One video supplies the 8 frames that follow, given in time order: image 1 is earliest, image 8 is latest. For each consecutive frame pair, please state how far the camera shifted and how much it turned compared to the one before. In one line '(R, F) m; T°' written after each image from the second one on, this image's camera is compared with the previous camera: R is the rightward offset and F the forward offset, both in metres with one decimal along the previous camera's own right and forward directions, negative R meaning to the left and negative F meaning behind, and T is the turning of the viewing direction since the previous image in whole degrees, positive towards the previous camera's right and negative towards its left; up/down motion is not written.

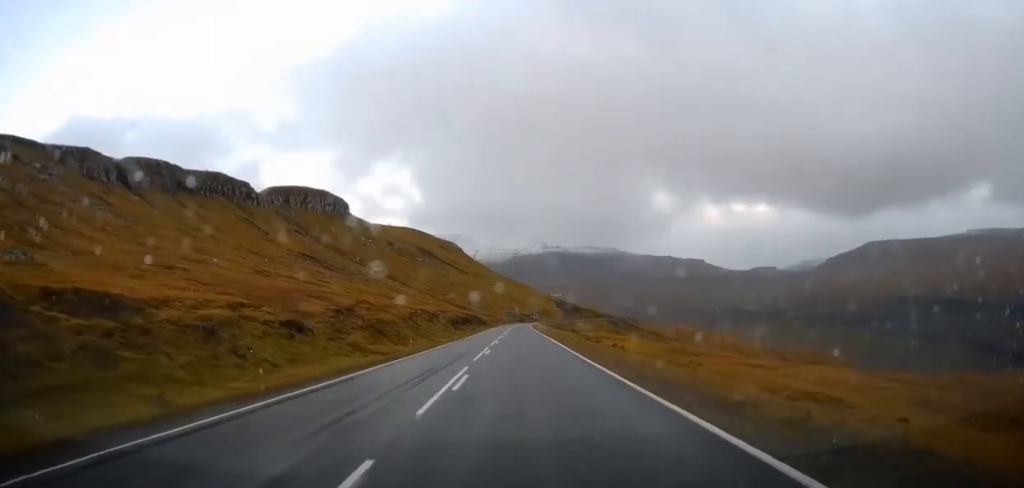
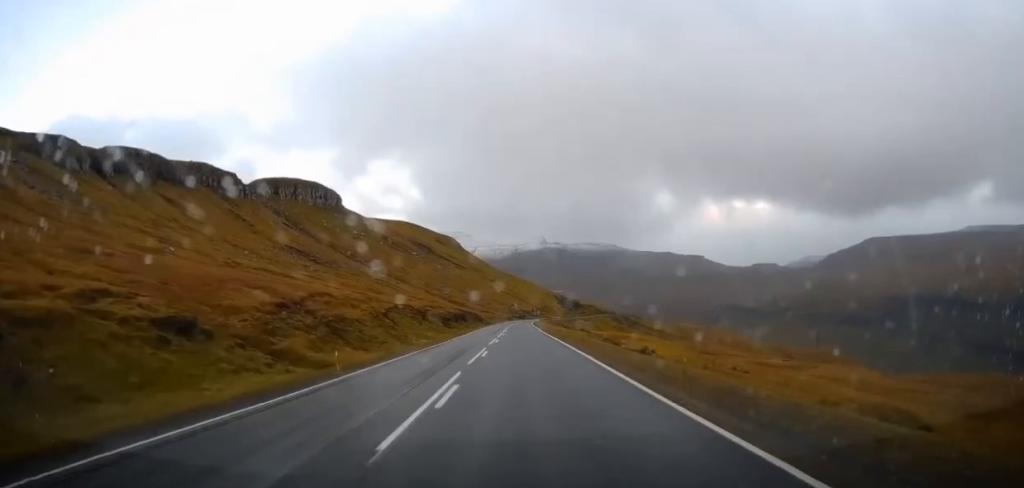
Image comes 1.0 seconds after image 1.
(+0.1, +14.1) m; -1°
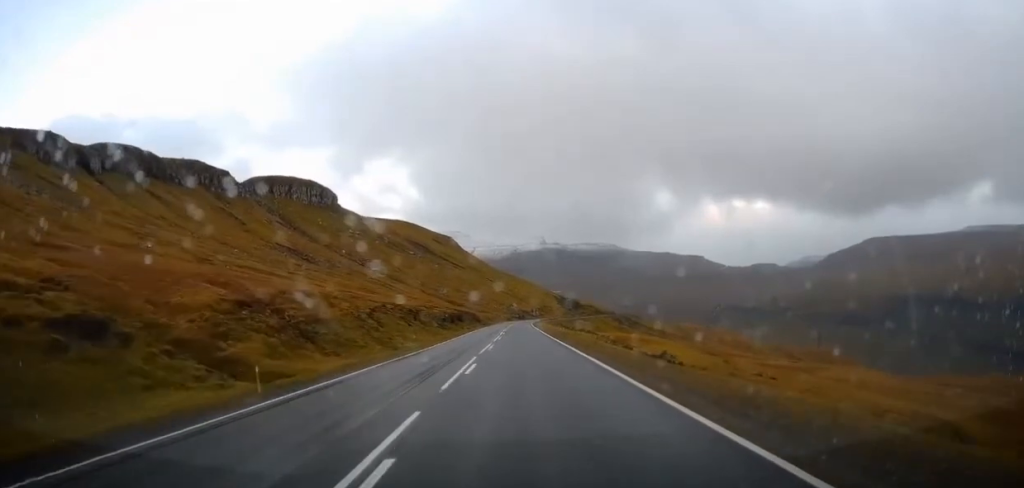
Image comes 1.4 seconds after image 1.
(0.0, +6.4) m; -1°
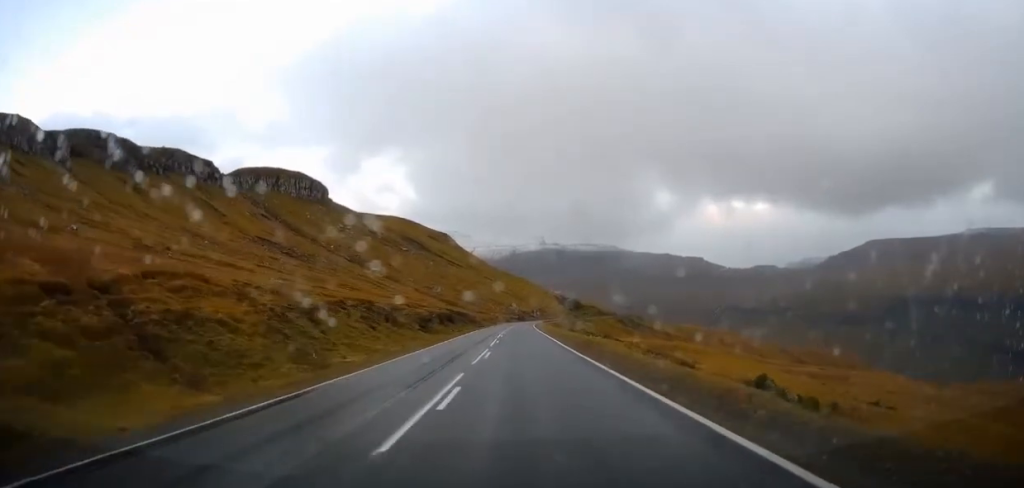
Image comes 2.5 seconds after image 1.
(-0.4, +16.6) m; -1°
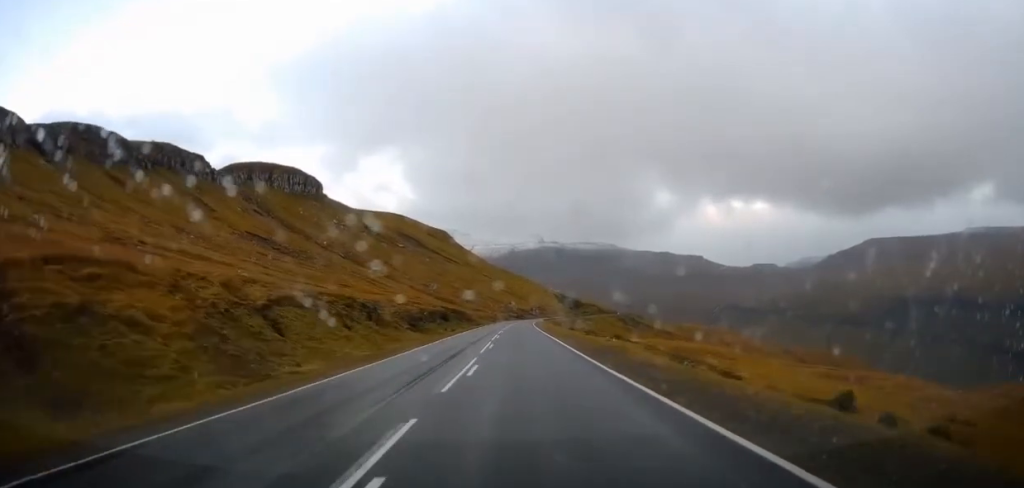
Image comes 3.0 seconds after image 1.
(+0.1, +6.9) m; +1°
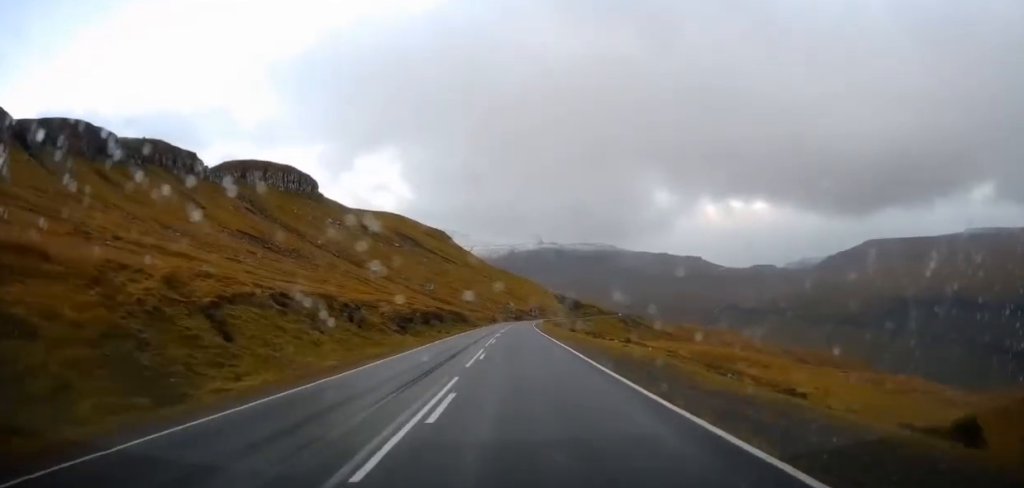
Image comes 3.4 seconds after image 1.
(0.0, +5.9) m; +1°
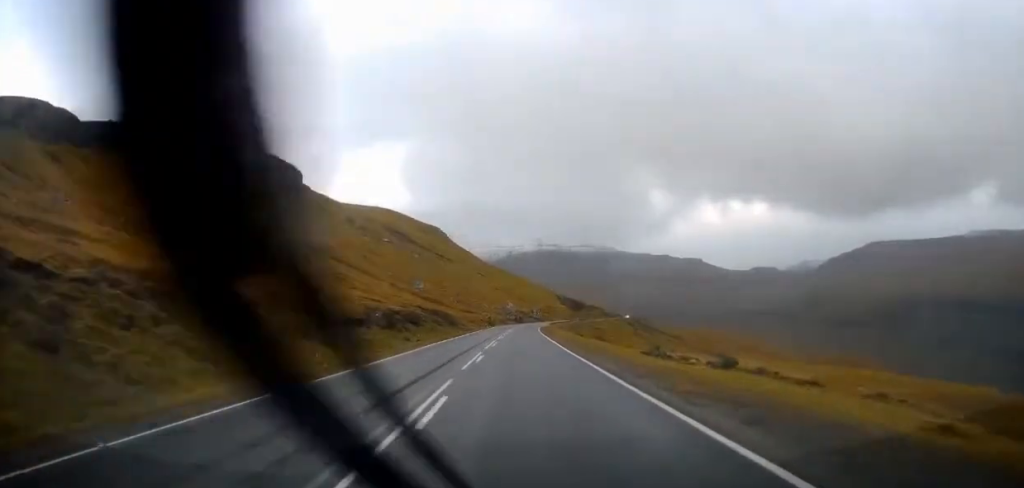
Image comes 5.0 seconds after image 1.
(+0.3, +23.5) m; +1°
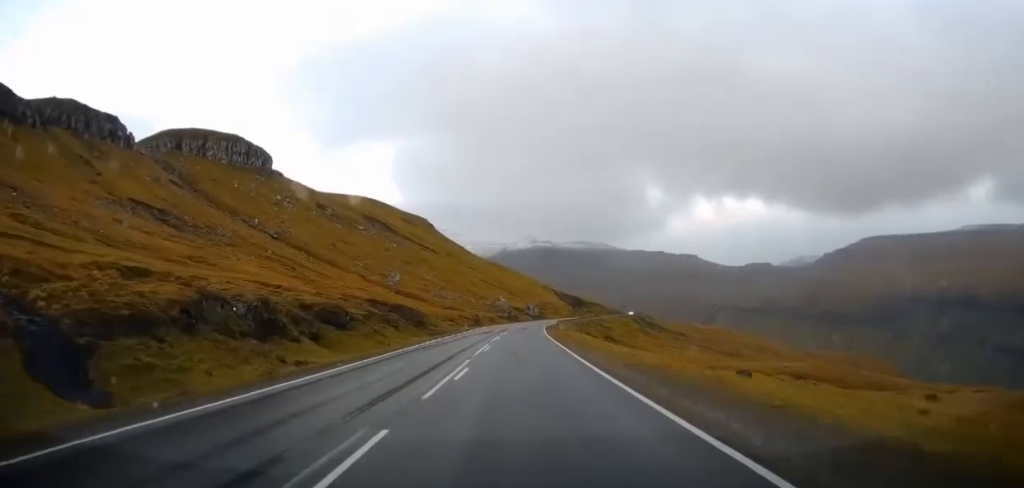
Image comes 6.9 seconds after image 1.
(+0.5, +30.0) m; +2°
